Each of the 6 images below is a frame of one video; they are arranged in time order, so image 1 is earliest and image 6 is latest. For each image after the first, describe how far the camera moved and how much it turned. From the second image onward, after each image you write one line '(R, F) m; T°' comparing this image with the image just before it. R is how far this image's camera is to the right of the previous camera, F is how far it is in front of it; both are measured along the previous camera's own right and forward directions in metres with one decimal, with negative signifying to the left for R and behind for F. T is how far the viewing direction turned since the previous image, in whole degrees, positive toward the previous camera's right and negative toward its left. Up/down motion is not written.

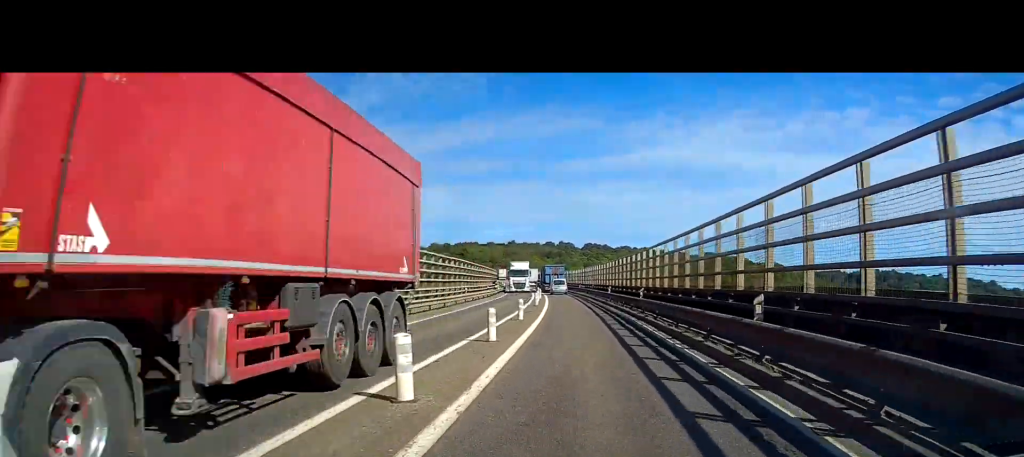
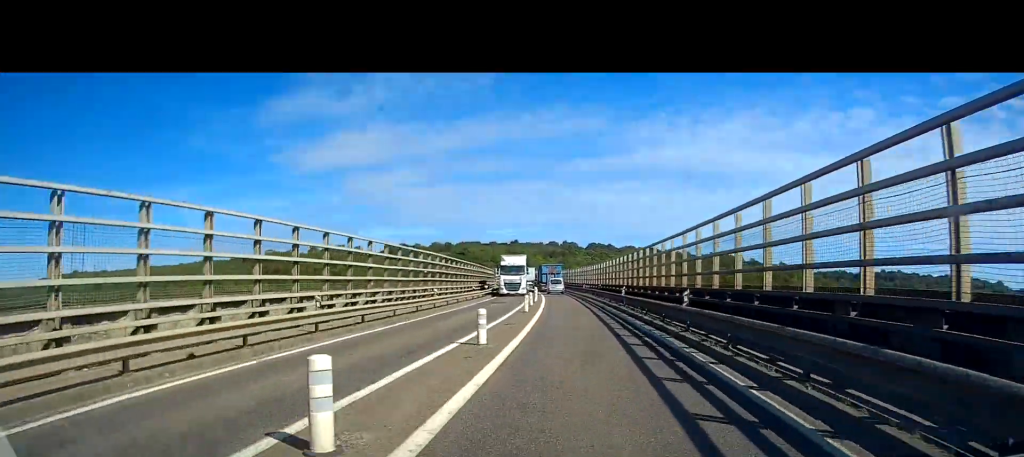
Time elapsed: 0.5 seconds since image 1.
(-0.1, +9.9) m; -1°
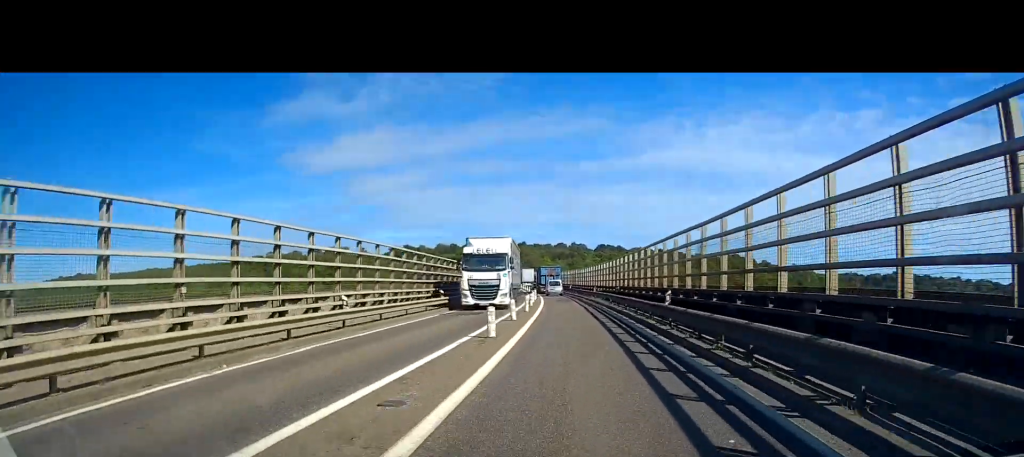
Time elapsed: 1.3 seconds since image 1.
(-0.1, +13.6) m; -1°
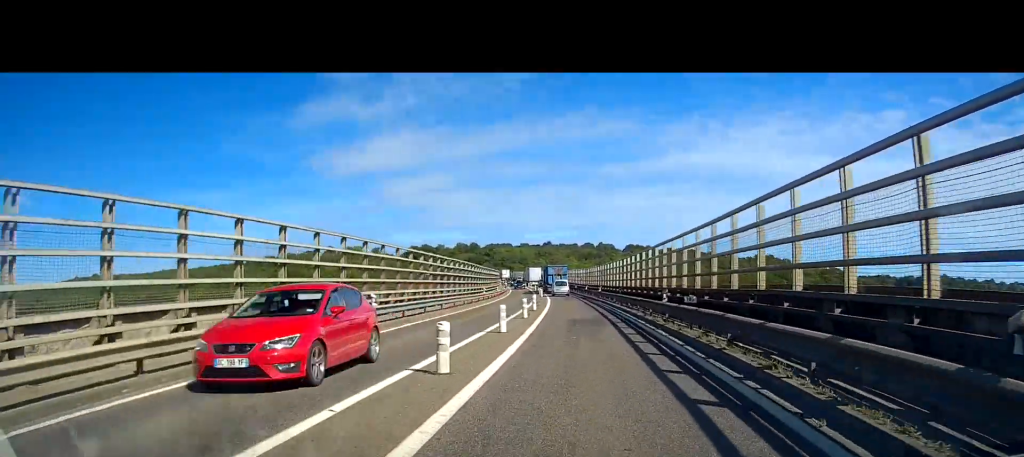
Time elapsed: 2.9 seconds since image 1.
(-0.5, +29.9) m; -2°
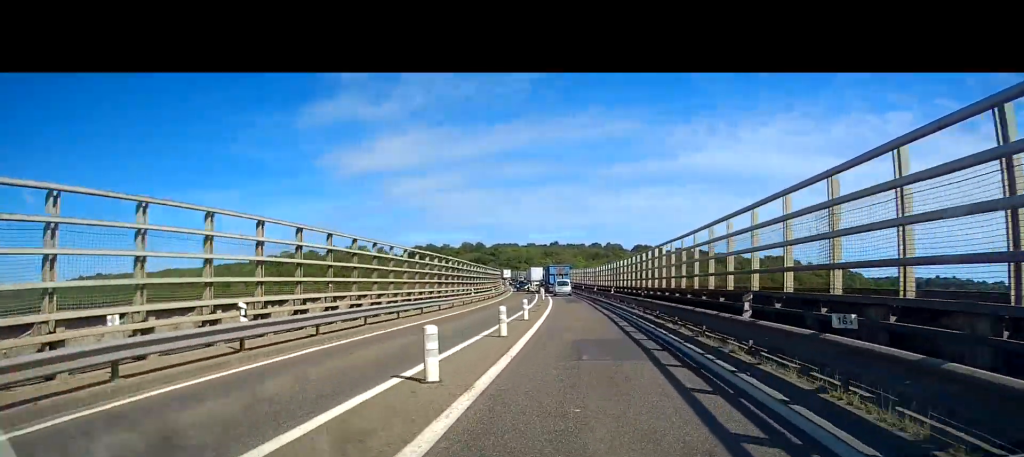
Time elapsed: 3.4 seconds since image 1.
(0.0, +9.1) m; 0°
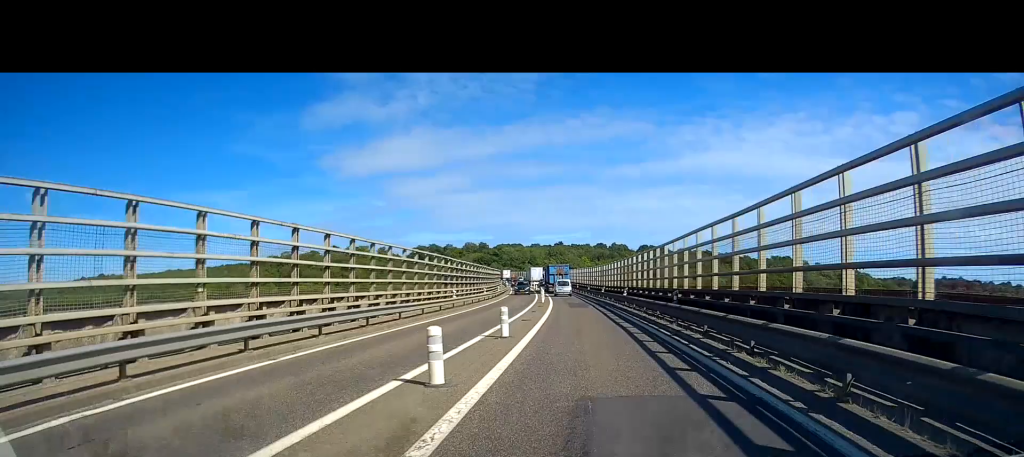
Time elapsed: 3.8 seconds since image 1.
(-0.1, +7.9) m; 0°
